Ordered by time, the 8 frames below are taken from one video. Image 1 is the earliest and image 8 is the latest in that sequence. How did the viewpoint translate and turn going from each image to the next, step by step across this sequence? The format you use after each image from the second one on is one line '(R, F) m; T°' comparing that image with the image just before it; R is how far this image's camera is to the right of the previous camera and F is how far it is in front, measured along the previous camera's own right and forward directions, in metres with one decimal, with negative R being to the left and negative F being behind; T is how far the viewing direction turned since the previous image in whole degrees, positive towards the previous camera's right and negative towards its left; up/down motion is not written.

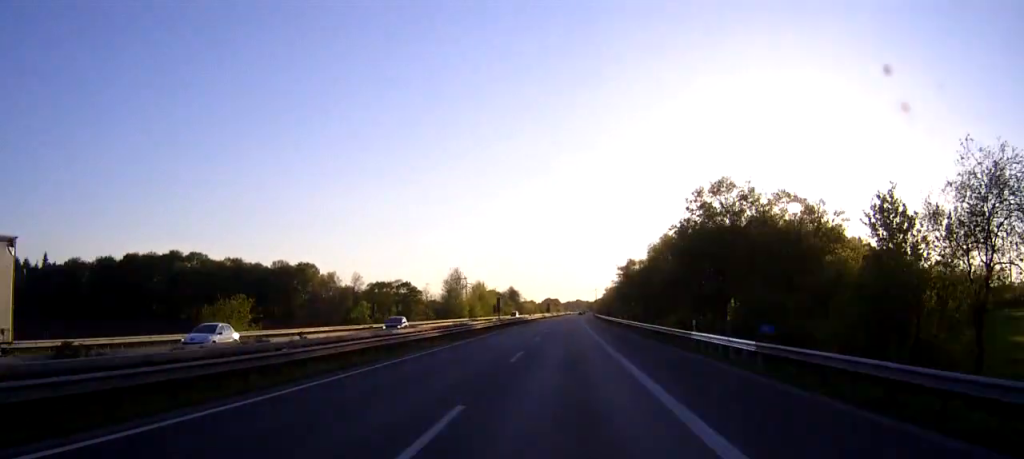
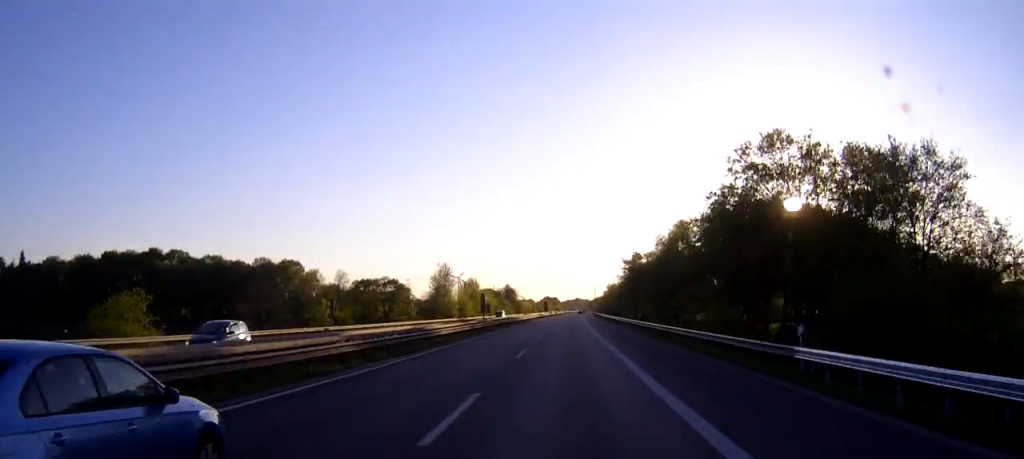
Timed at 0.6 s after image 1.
(0.0, +16.1) m; 0°
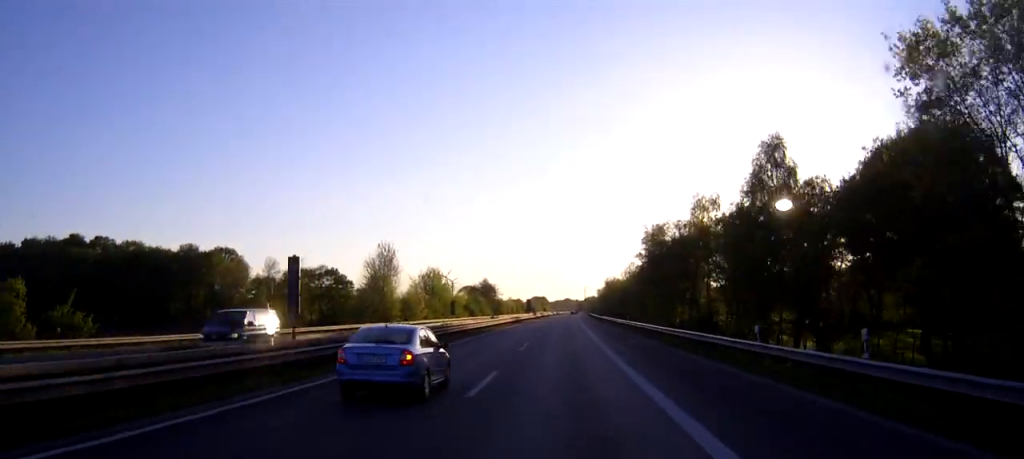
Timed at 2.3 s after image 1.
(+0.4, +48.6) m; +1°
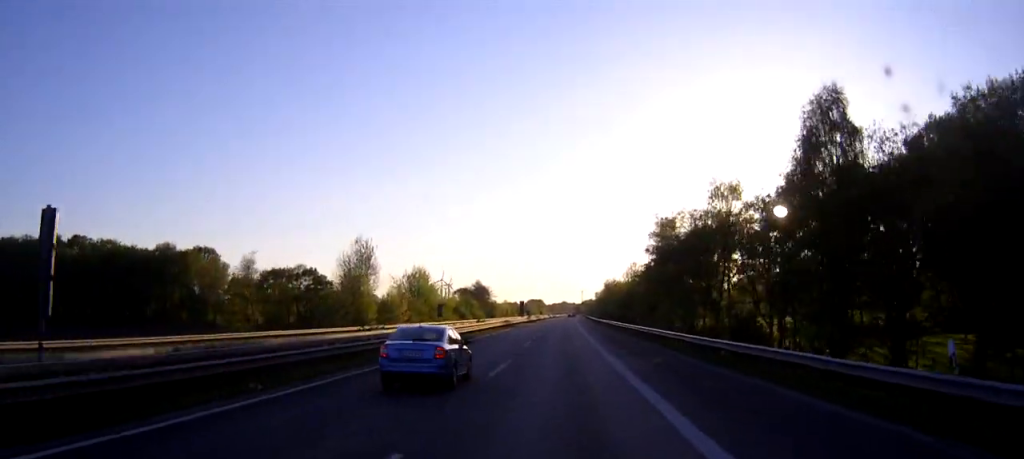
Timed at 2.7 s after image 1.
(0.0, +12.6) m; 0°
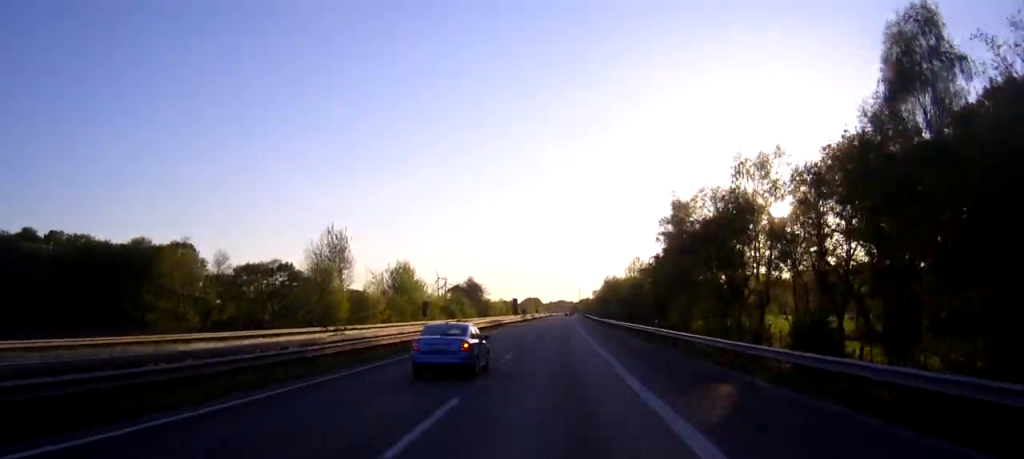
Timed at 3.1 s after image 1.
(0.0, +12.7) m; 0°
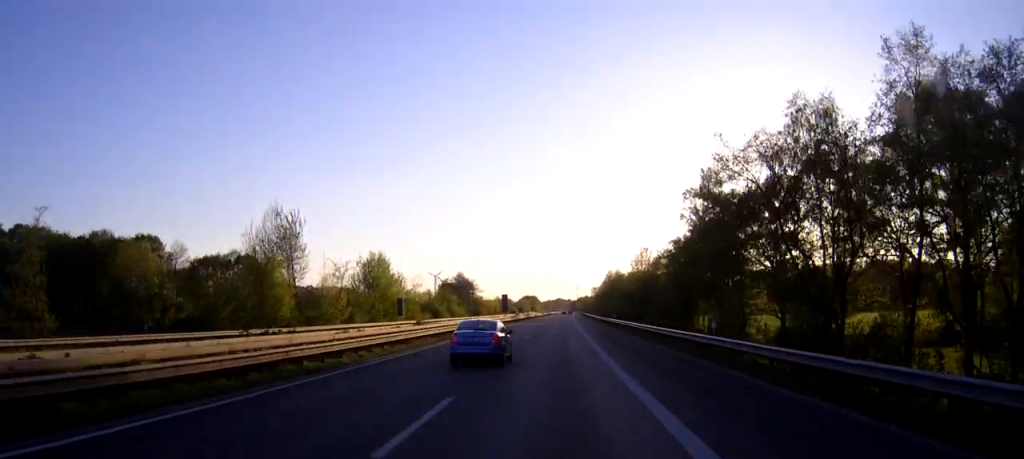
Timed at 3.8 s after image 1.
(0.0, +18.8) m; 0°
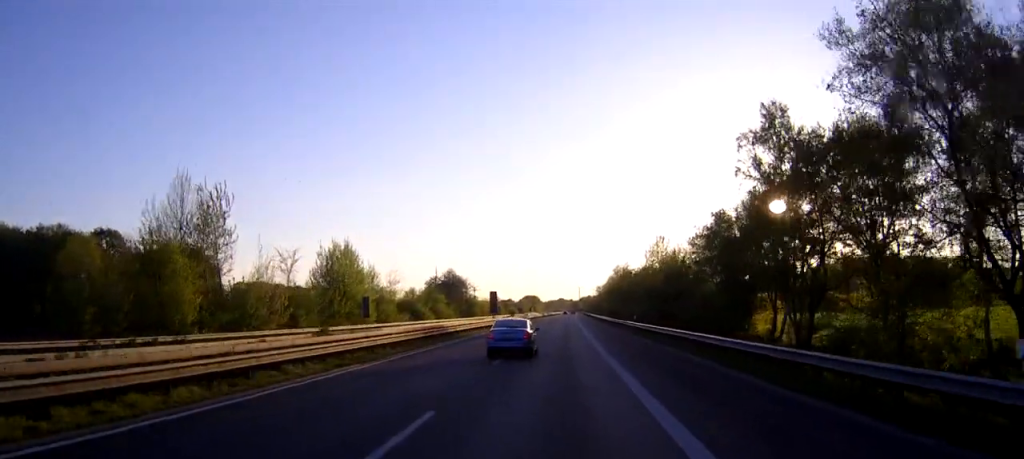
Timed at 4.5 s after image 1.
(0.0, +21.1) m; 0°
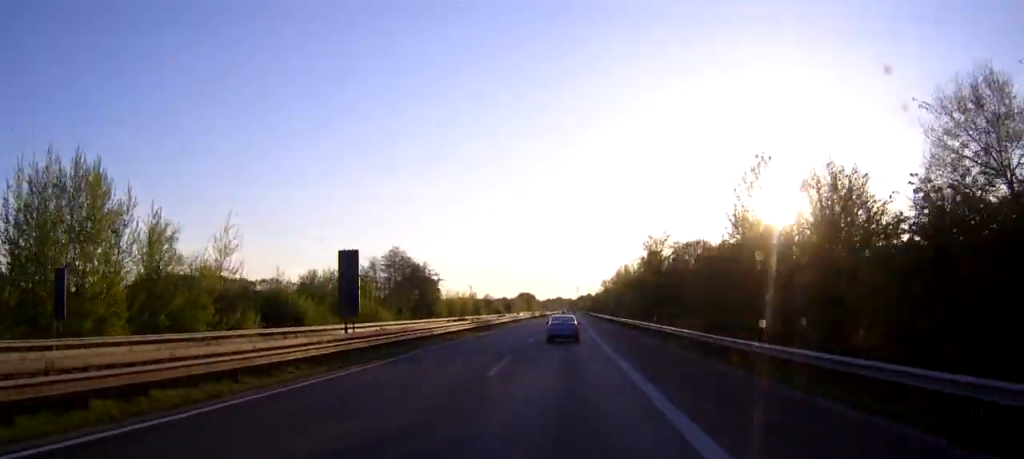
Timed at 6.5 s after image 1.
(+0.2, +66.1) m; 0°
